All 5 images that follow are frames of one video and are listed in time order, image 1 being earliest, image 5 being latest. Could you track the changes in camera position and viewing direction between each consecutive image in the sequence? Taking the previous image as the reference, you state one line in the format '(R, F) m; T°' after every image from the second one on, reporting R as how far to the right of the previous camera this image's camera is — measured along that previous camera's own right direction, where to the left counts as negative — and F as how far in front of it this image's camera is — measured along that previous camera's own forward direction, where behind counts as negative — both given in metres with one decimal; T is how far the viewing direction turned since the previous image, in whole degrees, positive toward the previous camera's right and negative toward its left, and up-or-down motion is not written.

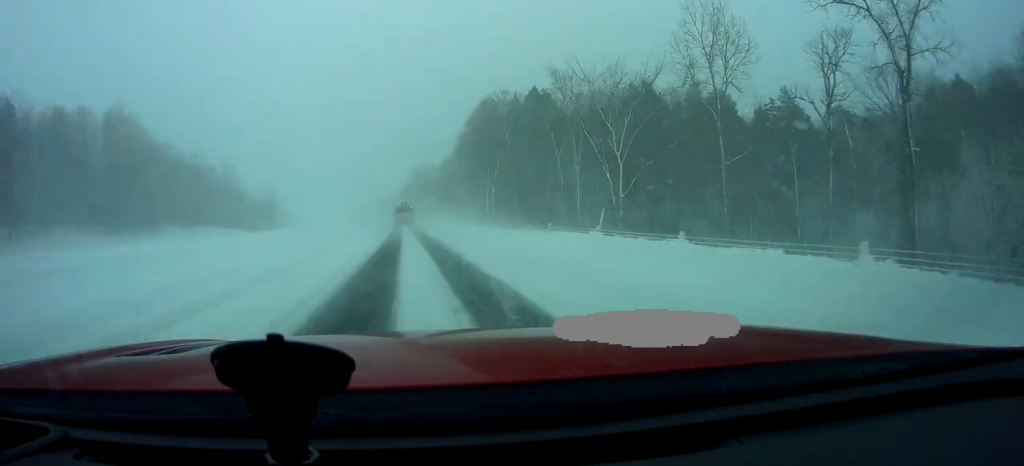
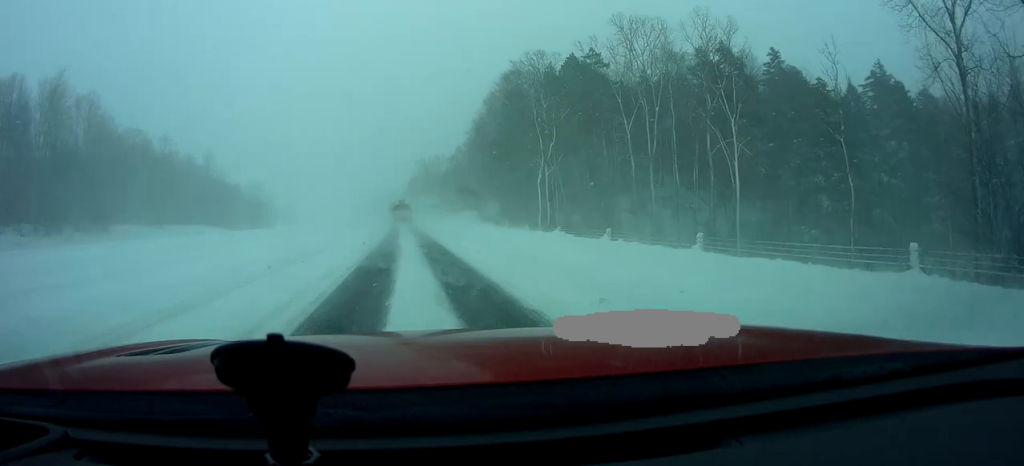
(0.0, +25.3) m; -1°
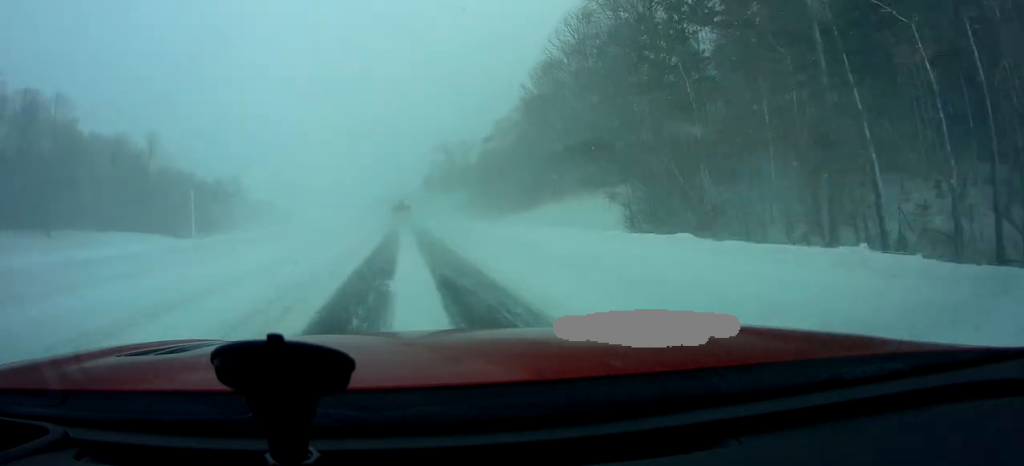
(-0.1, +52.5) m; +1°
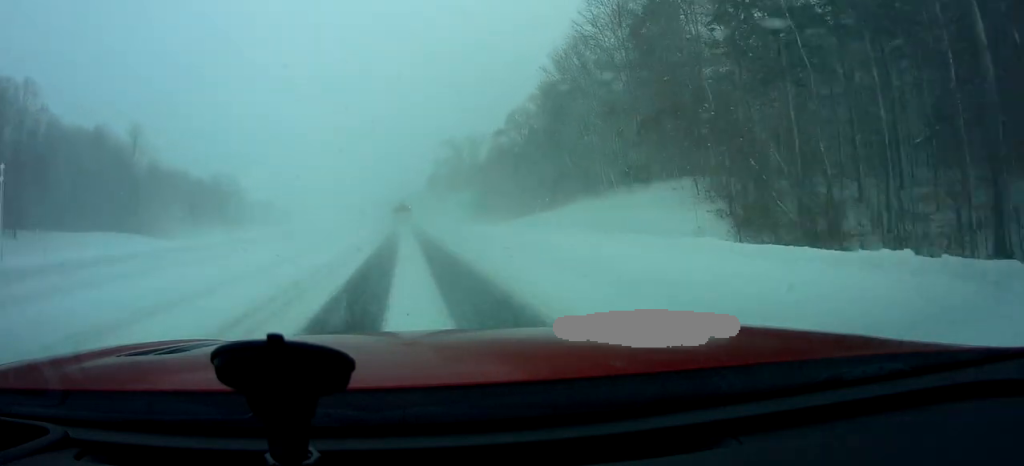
(+0.1, +10.3) m; -1°
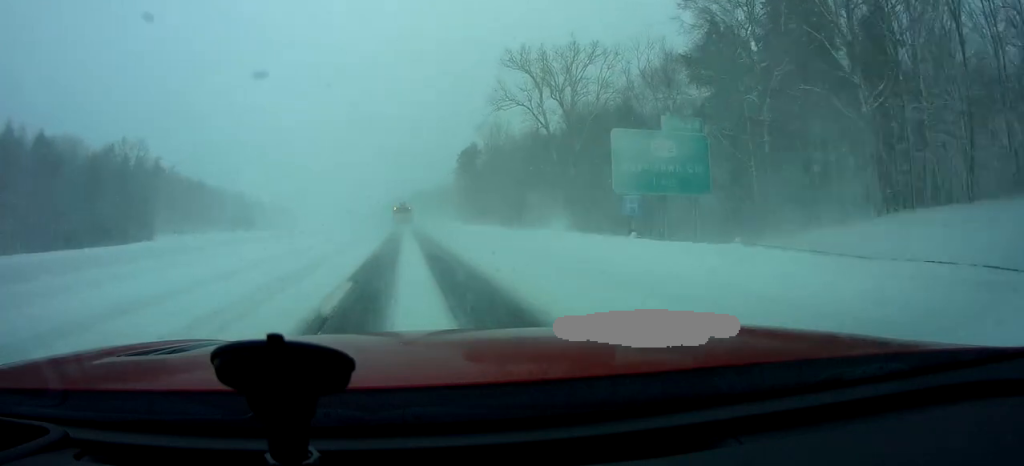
(-1.1, +72.6) m; -1°
